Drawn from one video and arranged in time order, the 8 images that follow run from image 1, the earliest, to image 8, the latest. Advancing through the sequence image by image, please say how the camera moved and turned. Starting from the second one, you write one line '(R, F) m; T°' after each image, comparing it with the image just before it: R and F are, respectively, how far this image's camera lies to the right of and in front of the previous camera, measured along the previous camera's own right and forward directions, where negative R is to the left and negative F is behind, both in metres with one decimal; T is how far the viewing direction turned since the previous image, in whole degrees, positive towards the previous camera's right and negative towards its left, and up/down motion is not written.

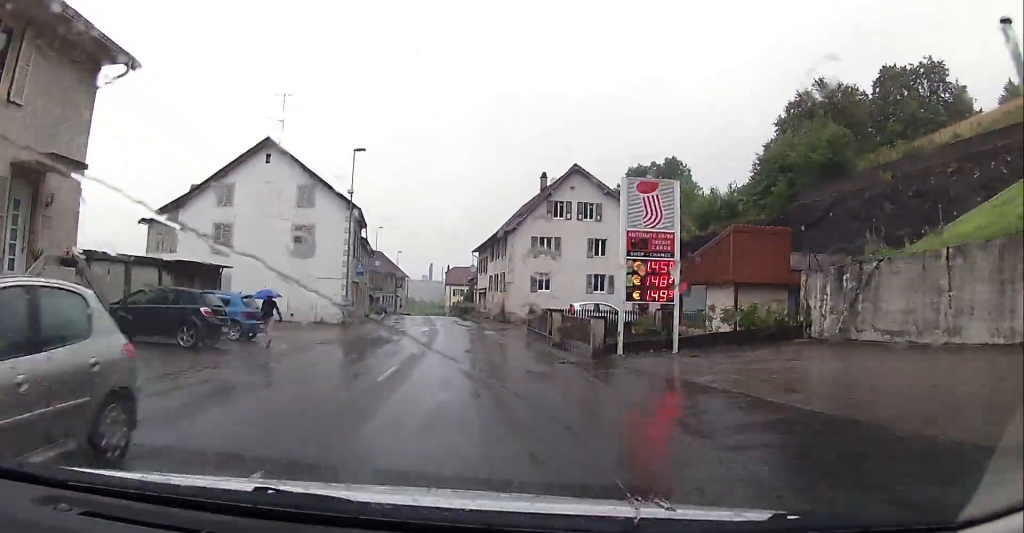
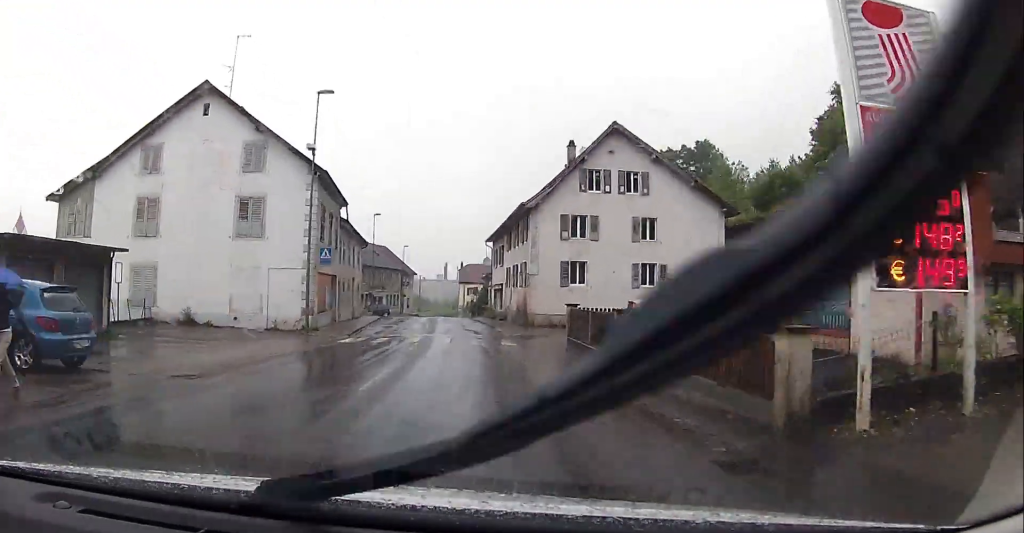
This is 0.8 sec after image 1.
(-0.1, +11.0) m; -3°
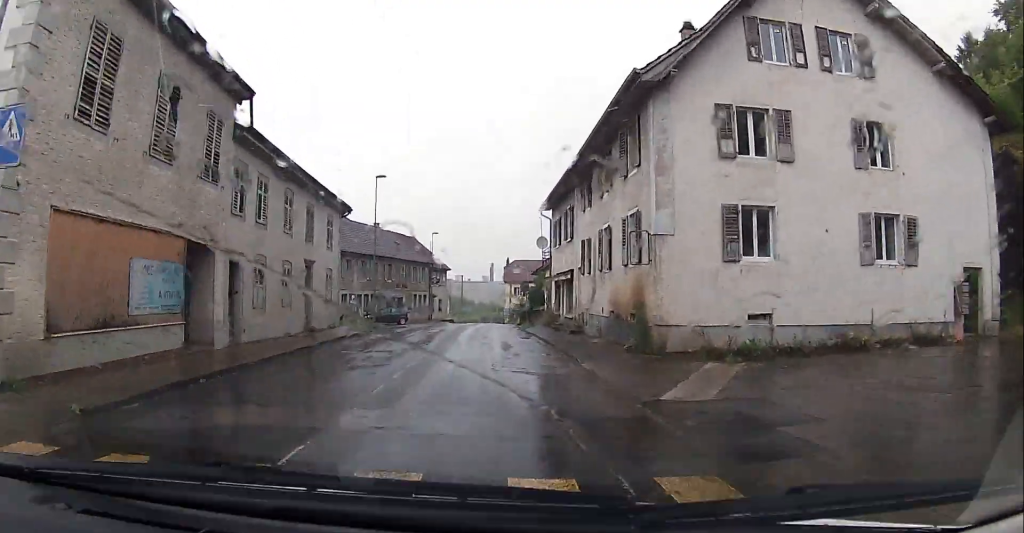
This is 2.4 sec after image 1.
(-0.6, +20.8) m; -2°
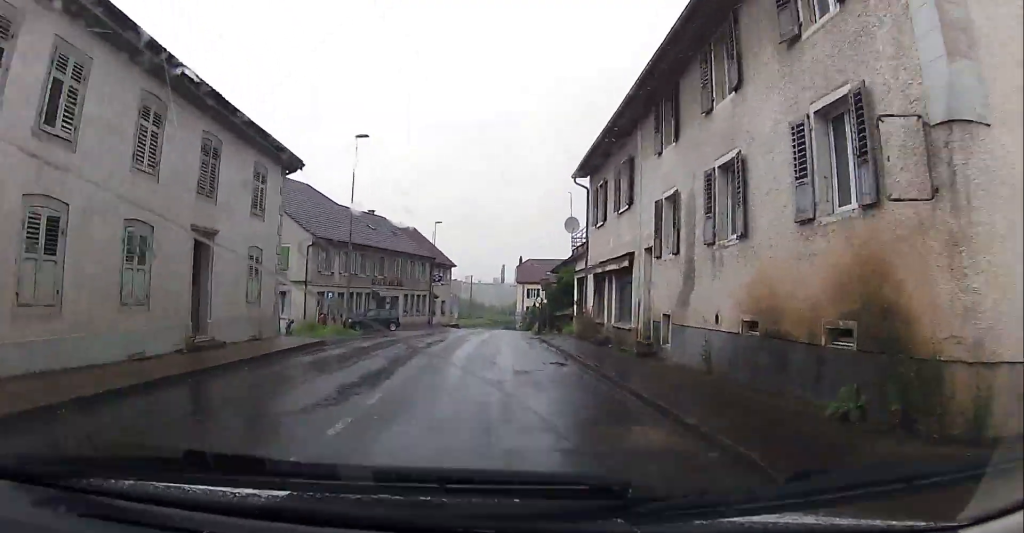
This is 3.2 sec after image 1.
(0.0, +10.9) m; -1°
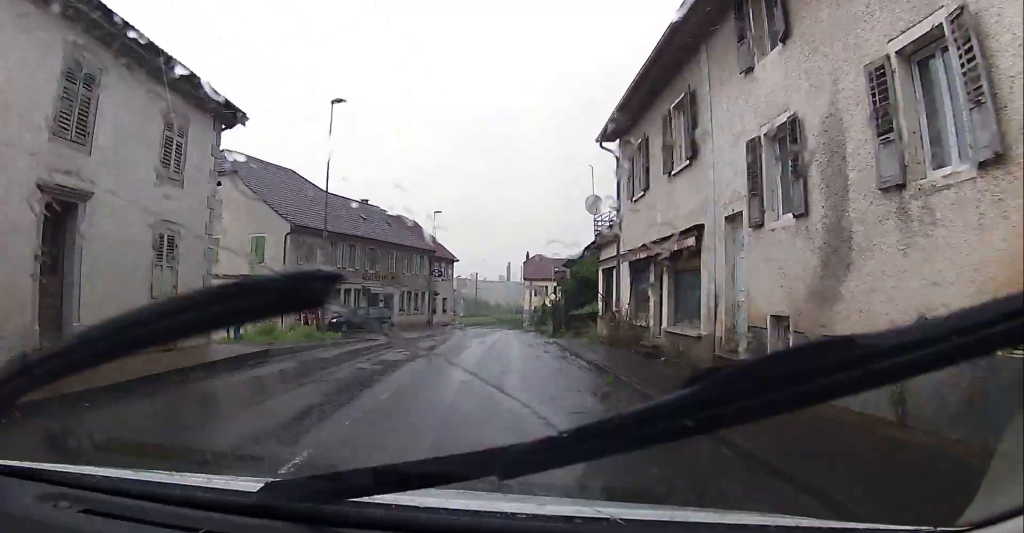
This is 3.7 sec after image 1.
(0.0, +6.0) m; -1°
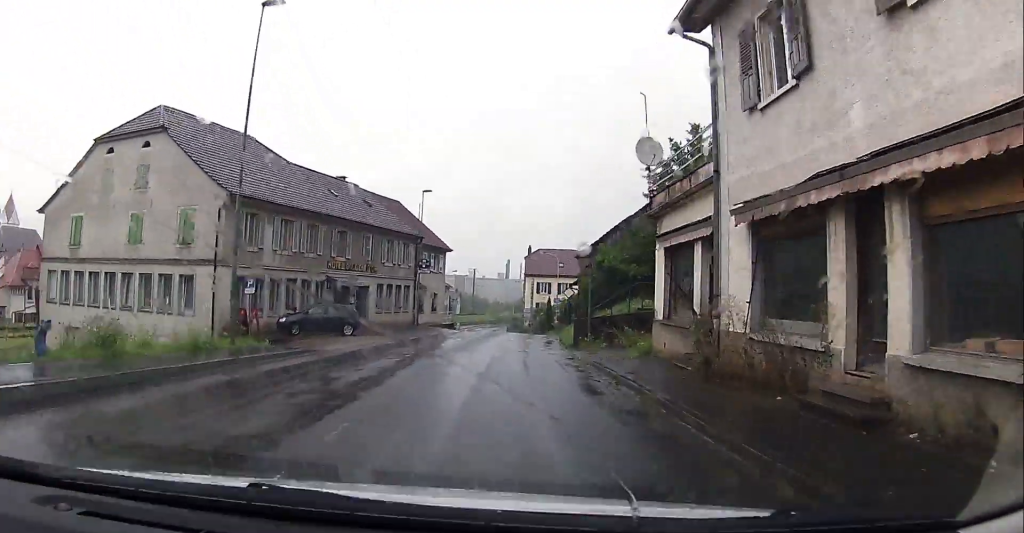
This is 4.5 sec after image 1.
(-0.2, +9.6) m; -5°
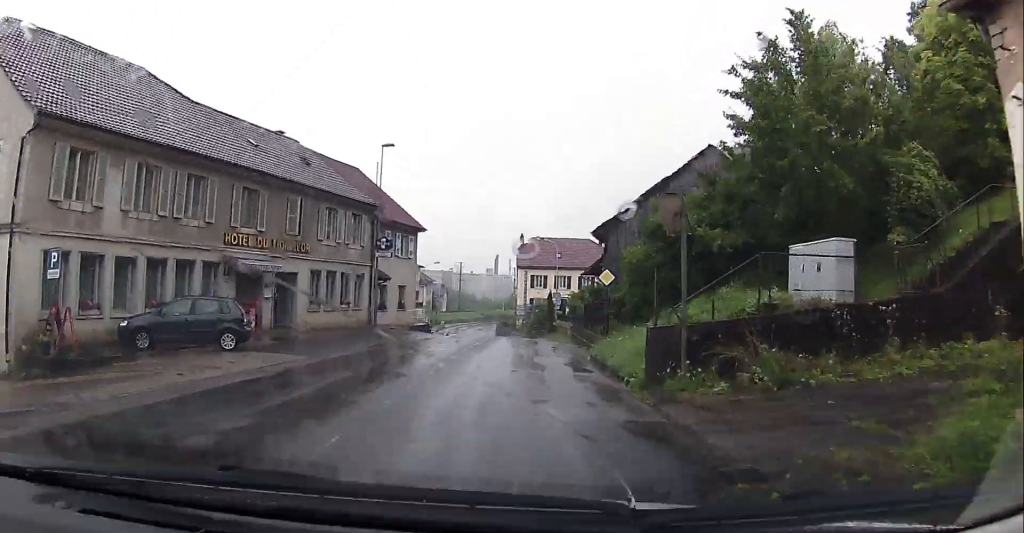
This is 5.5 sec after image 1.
(-0.8, +11.1) m; +4°
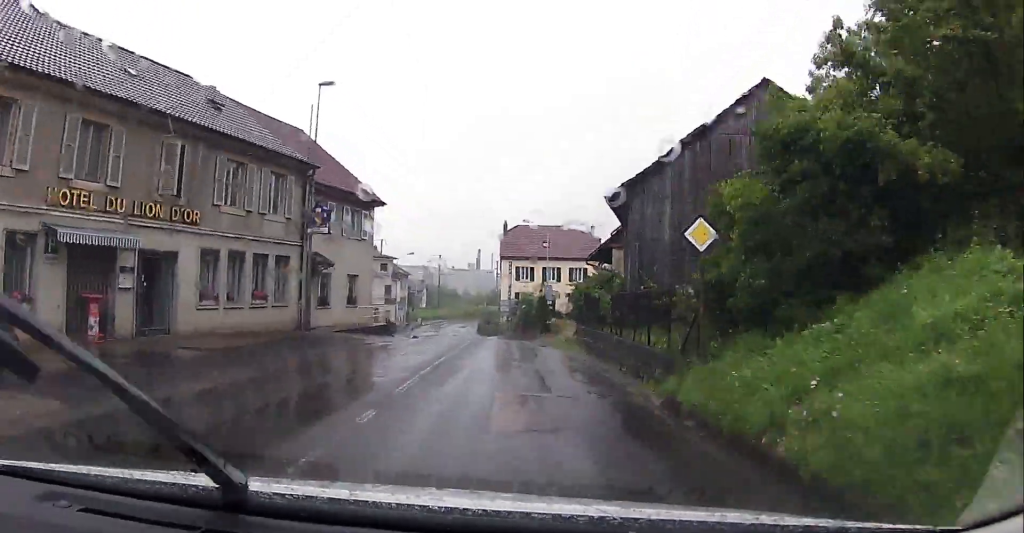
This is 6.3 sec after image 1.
(+1.0, +9.6) m; +6°
